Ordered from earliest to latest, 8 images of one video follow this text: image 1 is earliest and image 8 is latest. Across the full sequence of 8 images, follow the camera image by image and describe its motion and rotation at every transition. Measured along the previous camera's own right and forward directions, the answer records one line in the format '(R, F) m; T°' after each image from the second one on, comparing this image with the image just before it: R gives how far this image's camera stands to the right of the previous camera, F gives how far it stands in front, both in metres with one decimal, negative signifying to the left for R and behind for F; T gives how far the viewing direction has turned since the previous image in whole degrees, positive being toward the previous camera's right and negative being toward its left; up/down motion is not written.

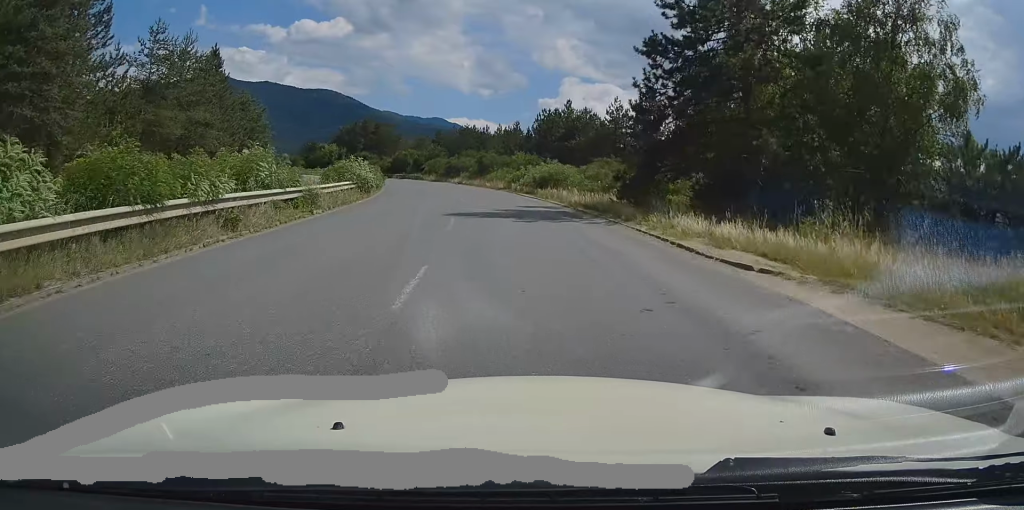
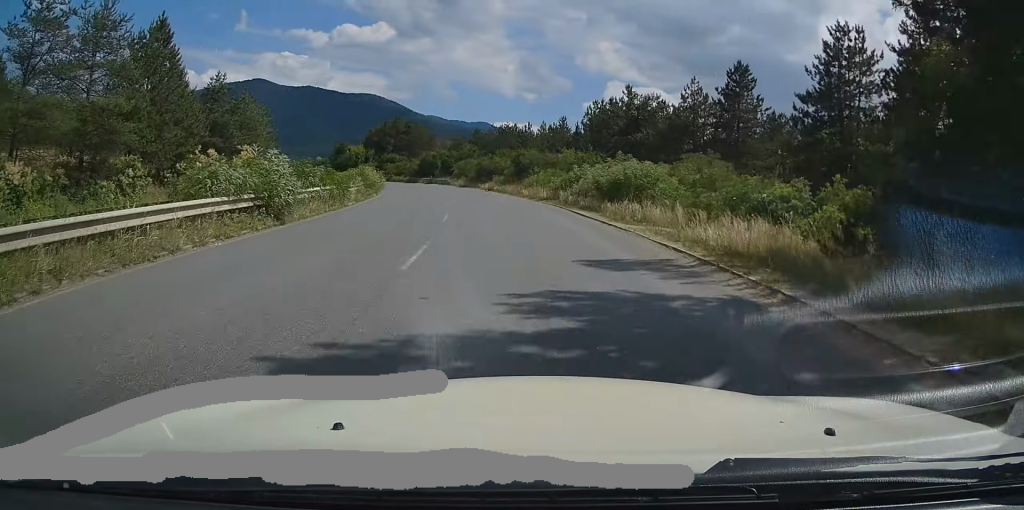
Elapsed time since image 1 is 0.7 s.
(-0.5, +15.6) m; -4°
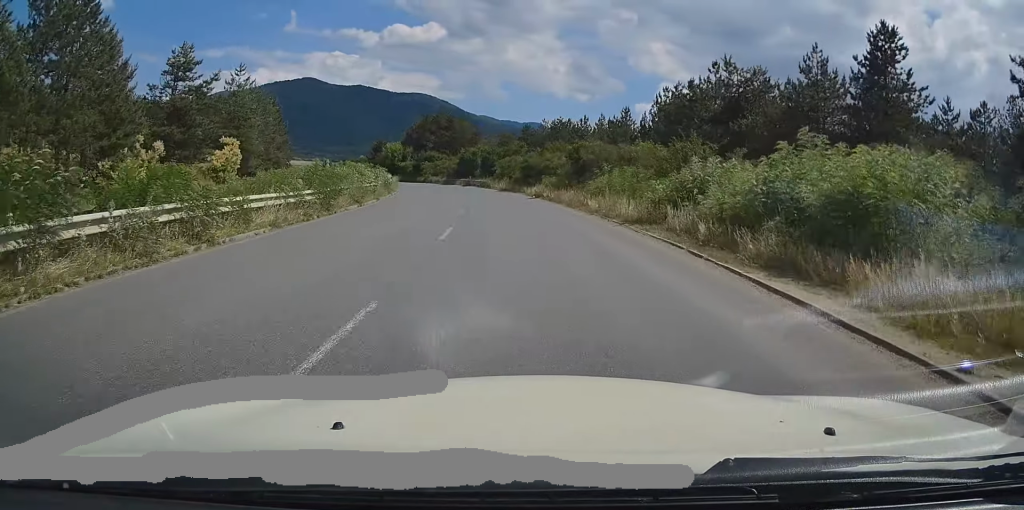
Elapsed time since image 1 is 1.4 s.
(-0.6, +14.3) m; -4°
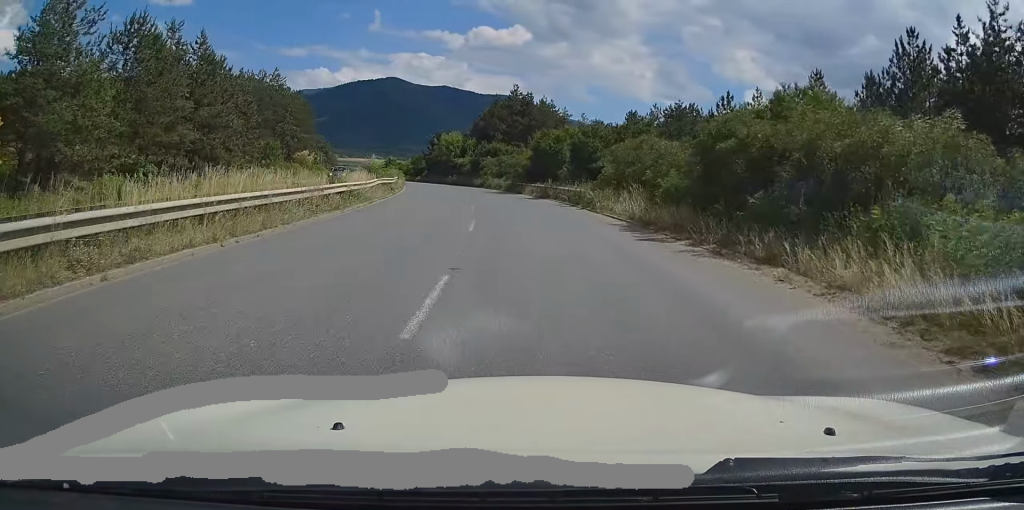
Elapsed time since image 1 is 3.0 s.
(-2.6, +35.3) m; -9°
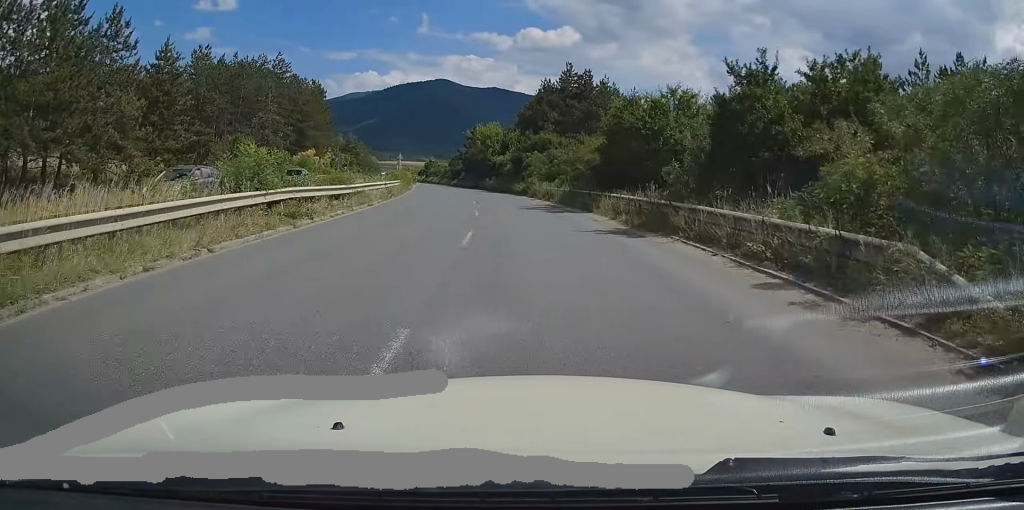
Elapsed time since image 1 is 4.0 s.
(-1.0, +21.1) m; -5°
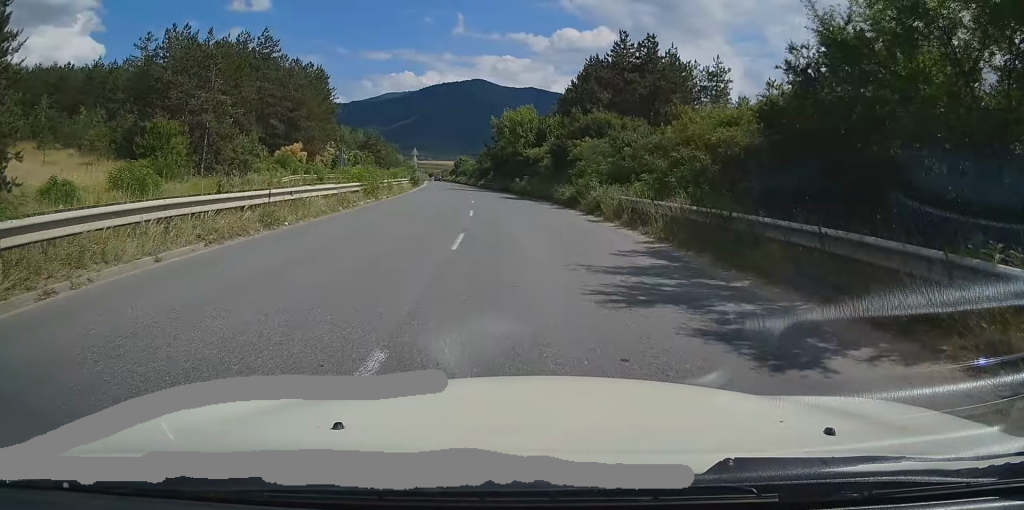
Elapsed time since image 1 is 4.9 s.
(-0.6, +19.0) m; -3°
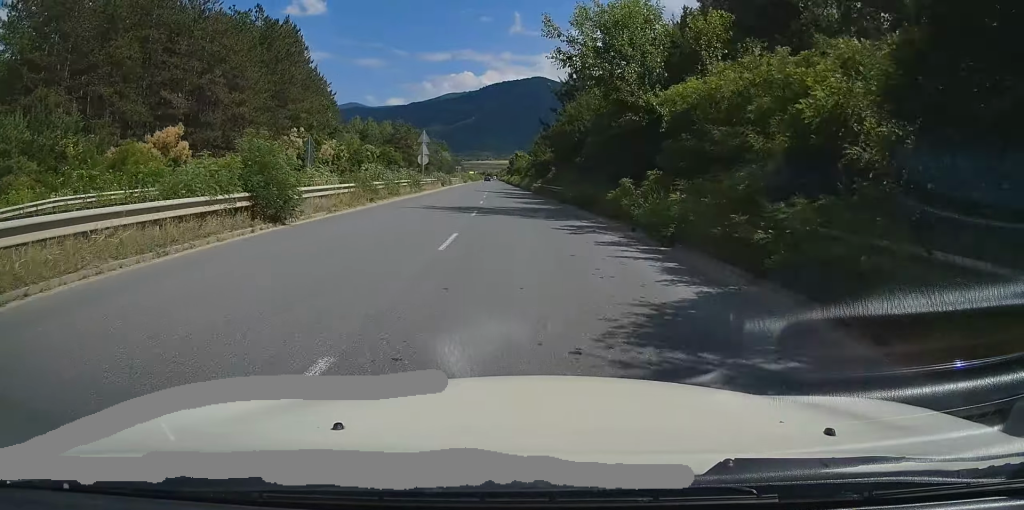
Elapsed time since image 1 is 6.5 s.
(-2.2, +36.8) m; -6°
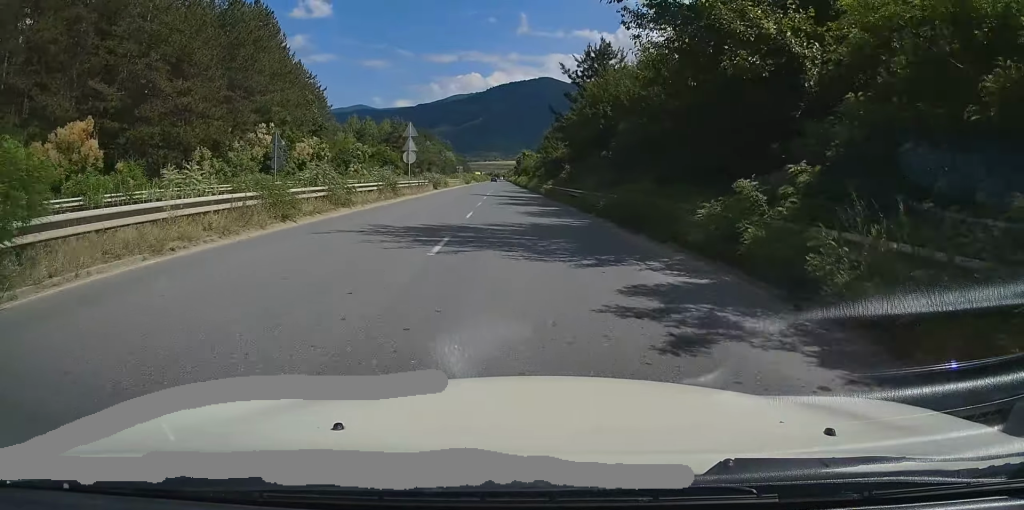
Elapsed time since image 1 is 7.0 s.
(-0.2, +9.6) m; -1°
